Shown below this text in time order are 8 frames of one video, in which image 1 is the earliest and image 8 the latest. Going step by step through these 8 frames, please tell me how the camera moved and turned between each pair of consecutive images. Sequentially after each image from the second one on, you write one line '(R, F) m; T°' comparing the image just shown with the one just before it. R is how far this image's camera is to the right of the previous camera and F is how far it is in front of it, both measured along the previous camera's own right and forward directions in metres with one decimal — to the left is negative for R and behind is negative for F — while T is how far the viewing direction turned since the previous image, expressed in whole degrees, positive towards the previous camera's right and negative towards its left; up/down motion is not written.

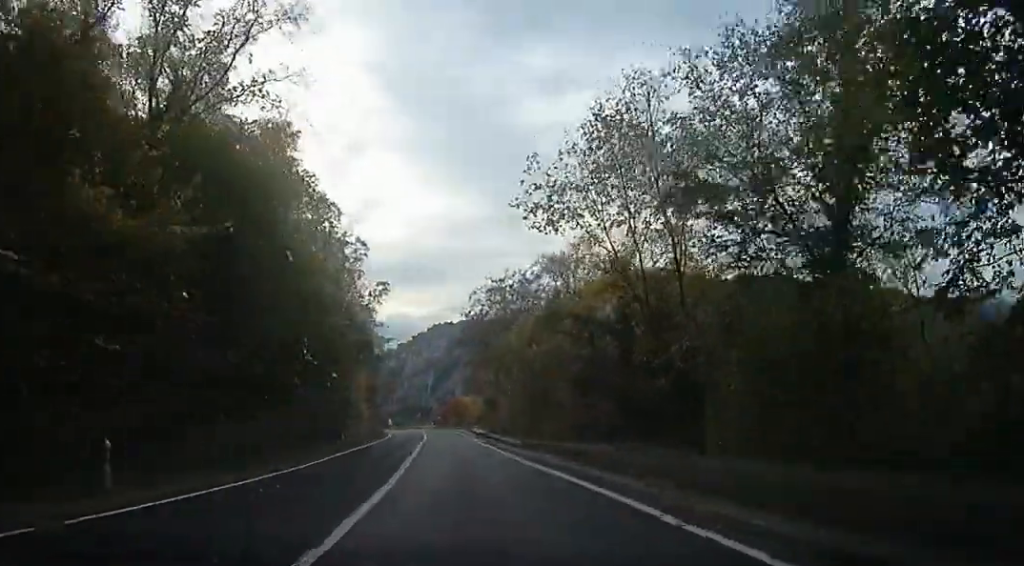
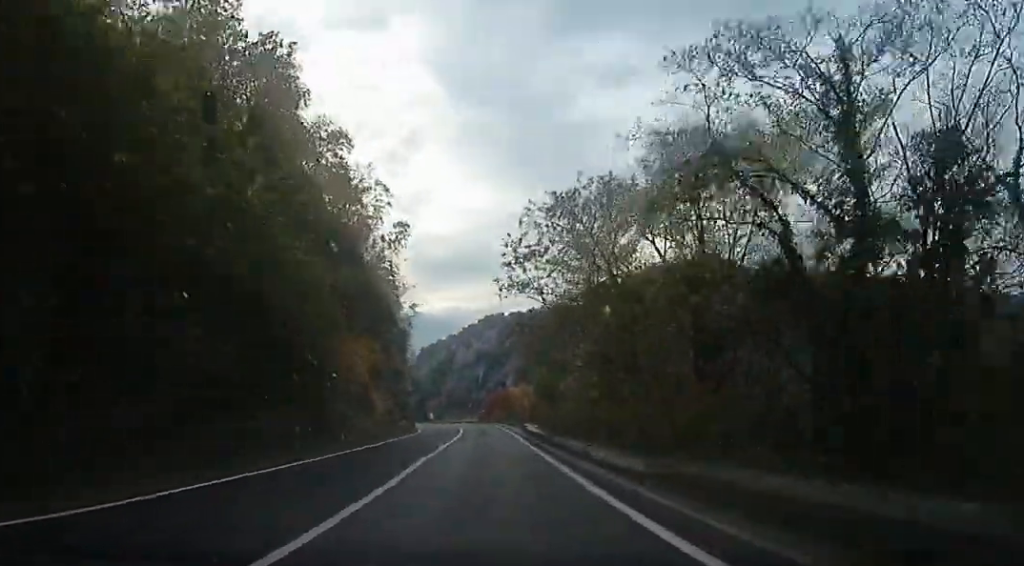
(-0.9, +14.0) m; -4°
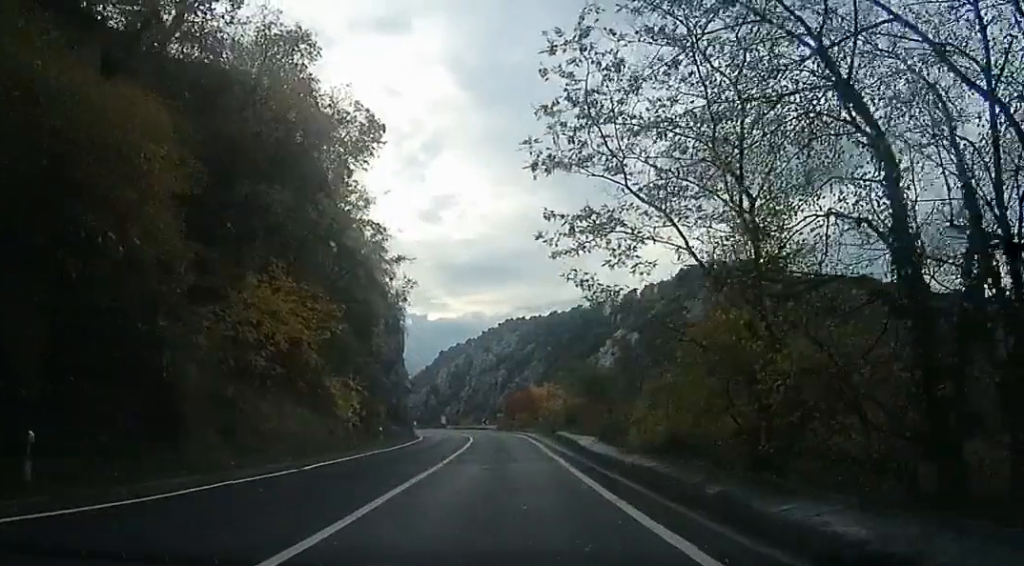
(0.0, +13.9) m; 0°
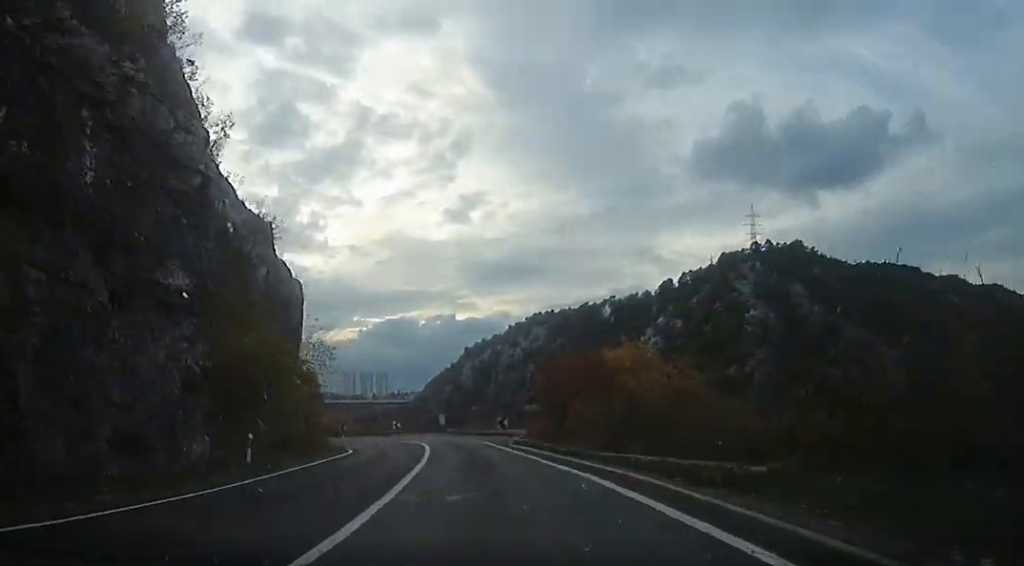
(0.0, +37.6) m; -2°
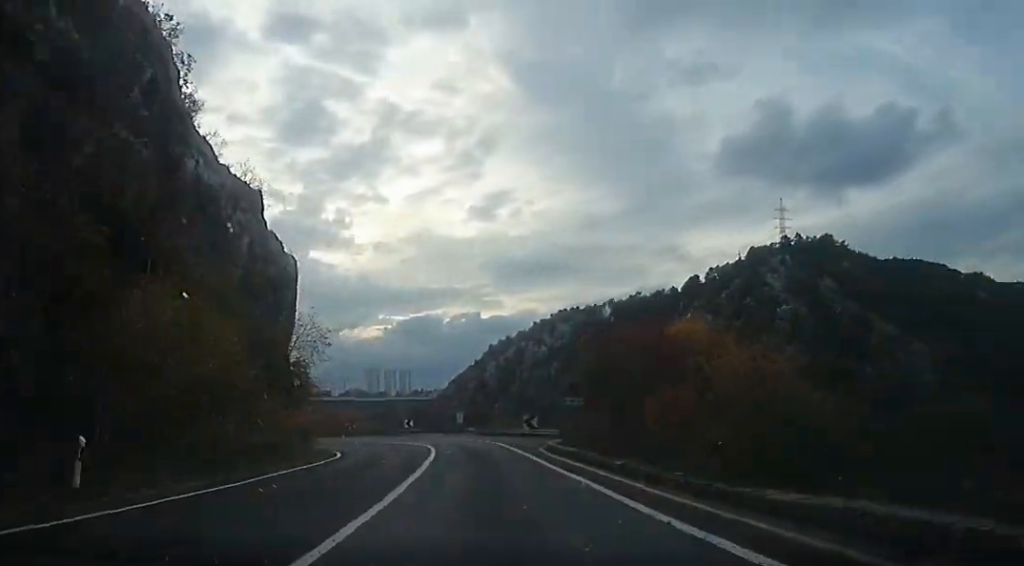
(+0.2, +8.0) m; -3°
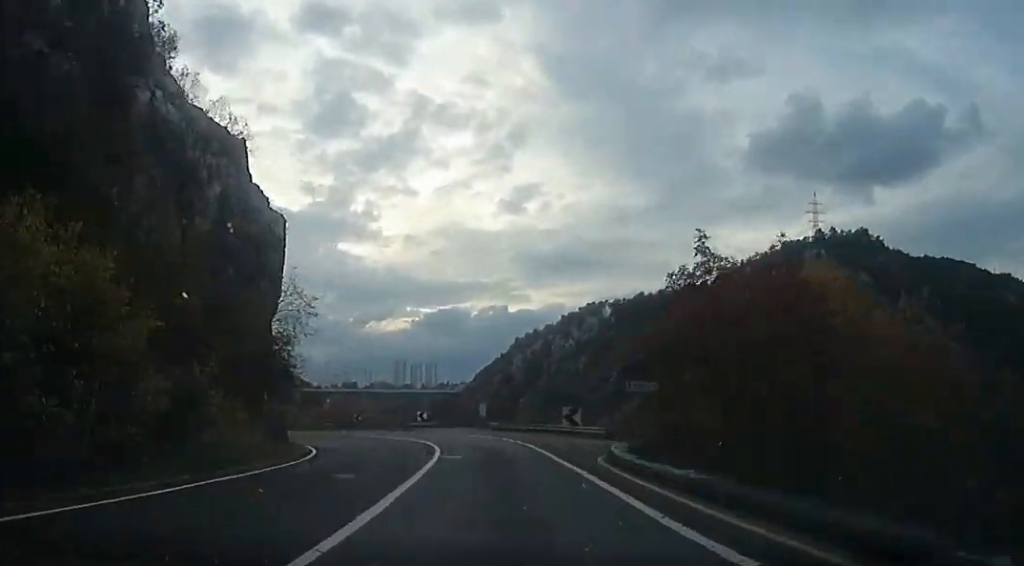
(-0.3, +8.4) m; -3°
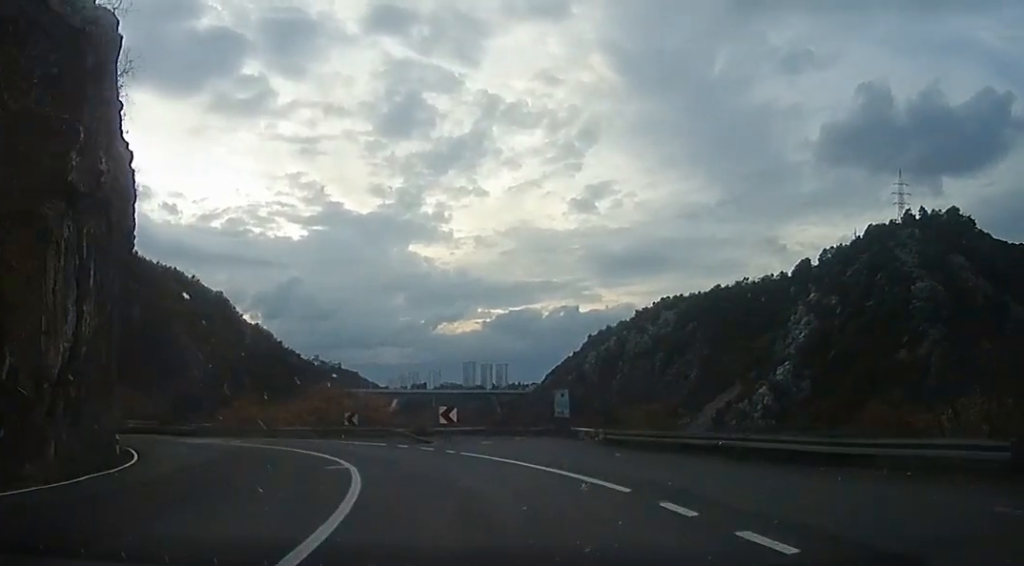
(-2.1, +24.4) m; -12°
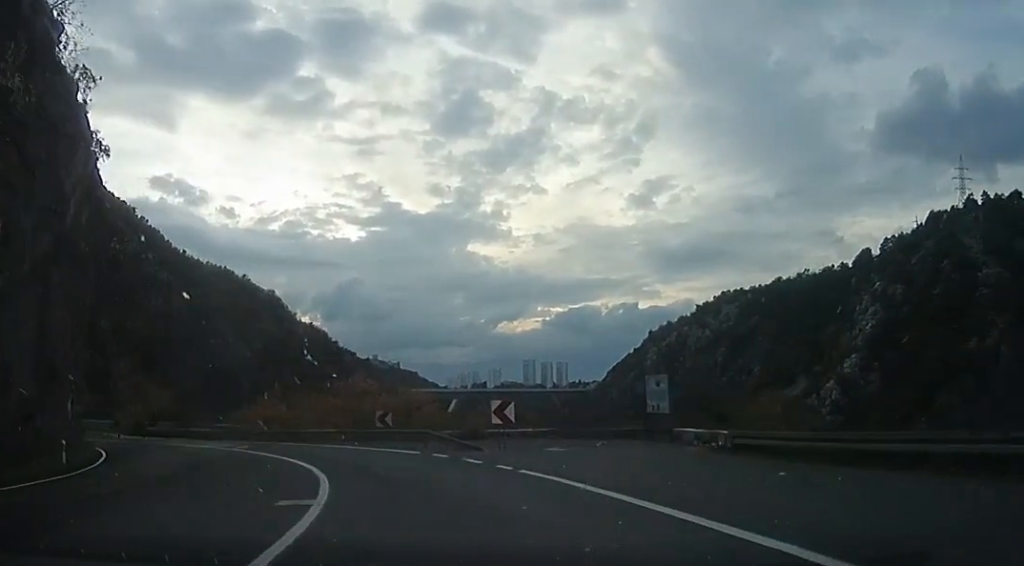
(-0.8, +7.5) m; -6°
